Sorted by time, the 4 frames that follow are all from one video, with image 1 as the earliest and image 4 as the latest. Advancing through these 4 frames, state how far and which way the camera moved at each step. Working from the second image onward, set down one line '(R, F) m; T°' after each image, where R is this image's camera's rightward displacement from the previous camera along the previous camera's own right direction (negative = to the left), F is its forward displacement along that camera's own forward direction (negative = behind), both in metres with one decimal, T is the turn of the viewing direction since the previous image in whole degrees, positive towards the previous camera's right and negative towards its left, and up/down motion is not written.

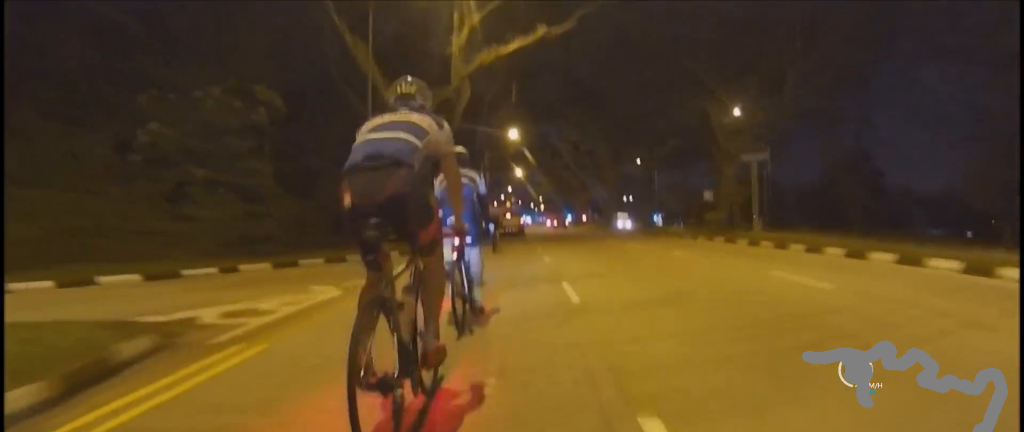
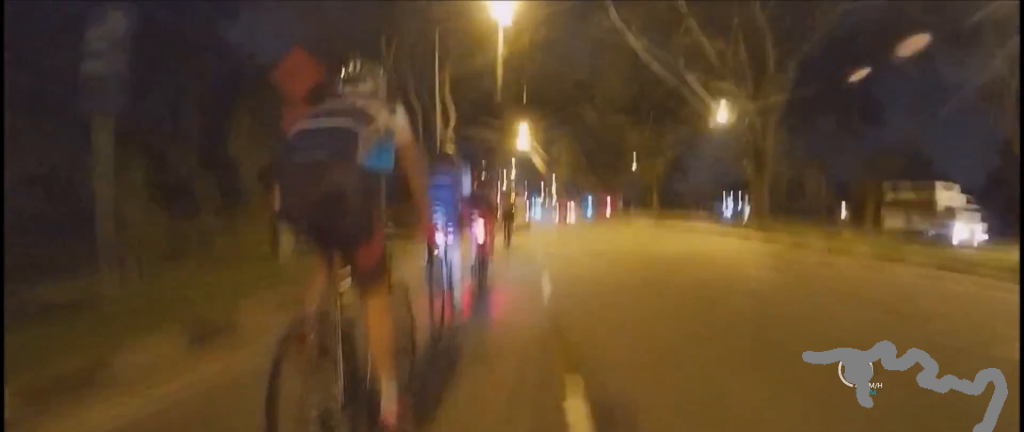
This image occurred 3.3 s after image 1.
(+1.9, +41.1) m; 0°
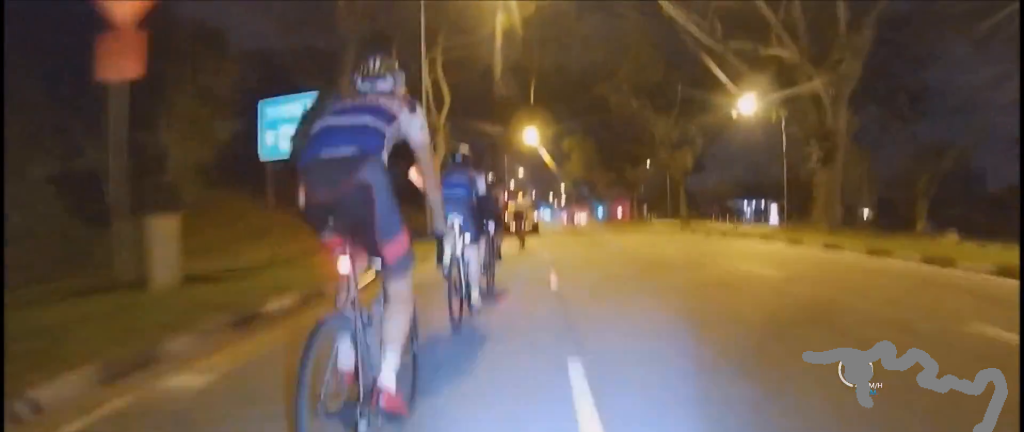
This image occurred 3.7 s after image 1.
(-0.6, +5.3) m; 0°
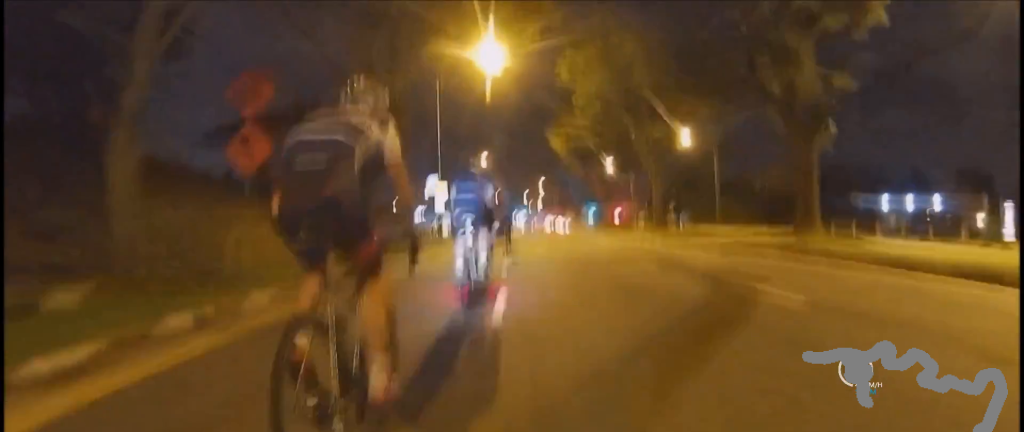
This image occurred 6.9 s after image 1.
(+0.1, +38.8) m; 0°
